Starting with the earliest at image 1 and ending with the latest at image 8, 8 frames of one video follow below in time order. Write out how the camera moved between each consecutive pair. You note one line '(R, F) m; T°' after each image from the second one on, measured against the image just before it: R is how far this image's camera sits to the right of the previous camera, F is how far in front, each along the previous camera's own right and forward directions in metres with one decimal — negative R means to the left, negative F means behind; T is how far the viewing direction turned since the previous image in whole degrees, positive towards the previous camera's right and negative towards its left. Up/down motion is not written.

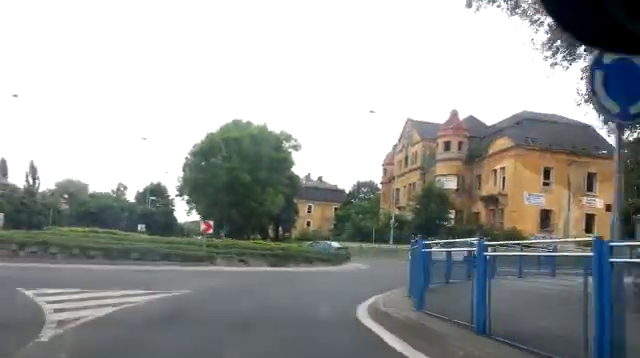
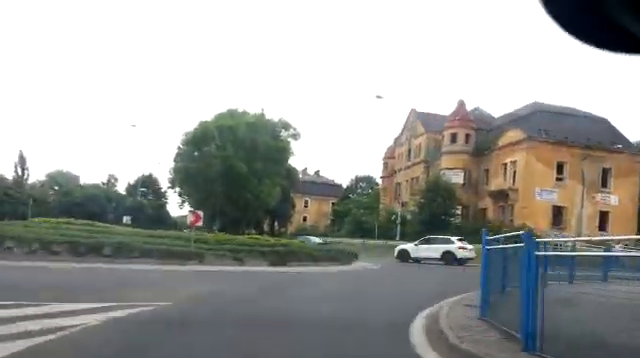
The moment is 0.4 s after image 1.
(-0.1, +3.5) m; +2°
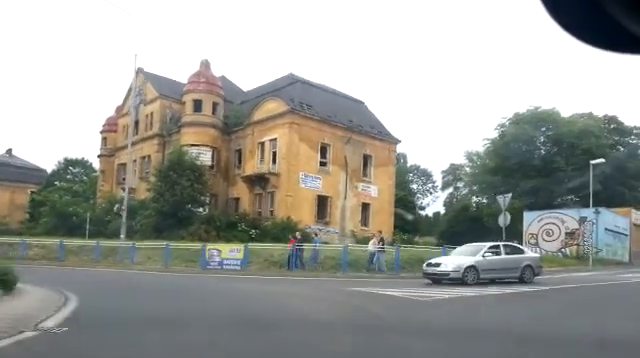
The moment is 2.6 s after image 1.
(+1.7, +15.3) m; +15°
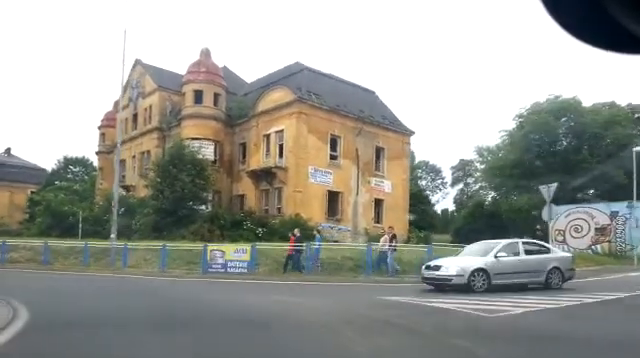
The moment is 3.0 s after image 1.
(0.0, +2.6) m; +1°
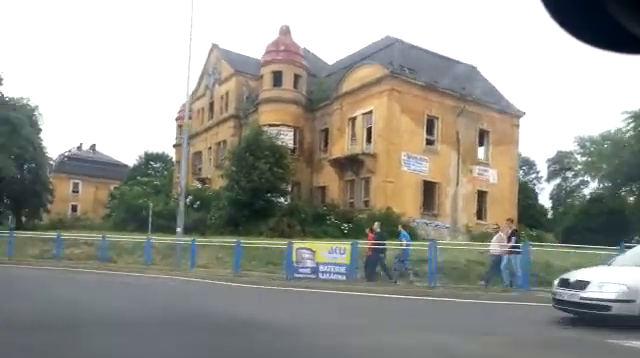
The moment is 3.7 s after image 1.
(+0.6, +4.5) m; -1°
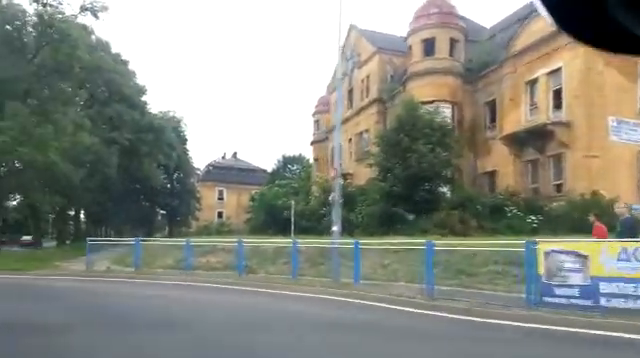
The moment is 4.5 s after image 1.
(-0.5, +5.3) m; -12°
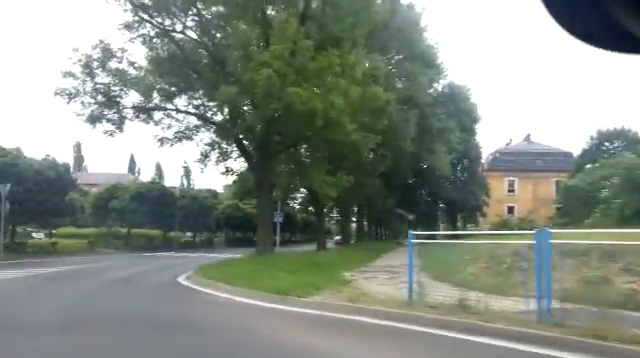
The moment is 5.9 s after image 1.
(-2.2, +9.7) m; -25°
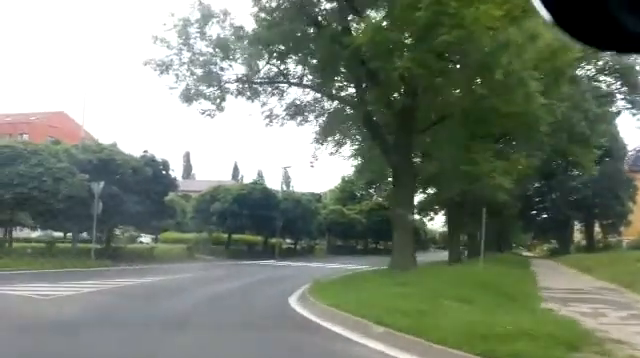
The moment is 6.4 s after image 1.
(-0.4, +4.2) m; -5°
